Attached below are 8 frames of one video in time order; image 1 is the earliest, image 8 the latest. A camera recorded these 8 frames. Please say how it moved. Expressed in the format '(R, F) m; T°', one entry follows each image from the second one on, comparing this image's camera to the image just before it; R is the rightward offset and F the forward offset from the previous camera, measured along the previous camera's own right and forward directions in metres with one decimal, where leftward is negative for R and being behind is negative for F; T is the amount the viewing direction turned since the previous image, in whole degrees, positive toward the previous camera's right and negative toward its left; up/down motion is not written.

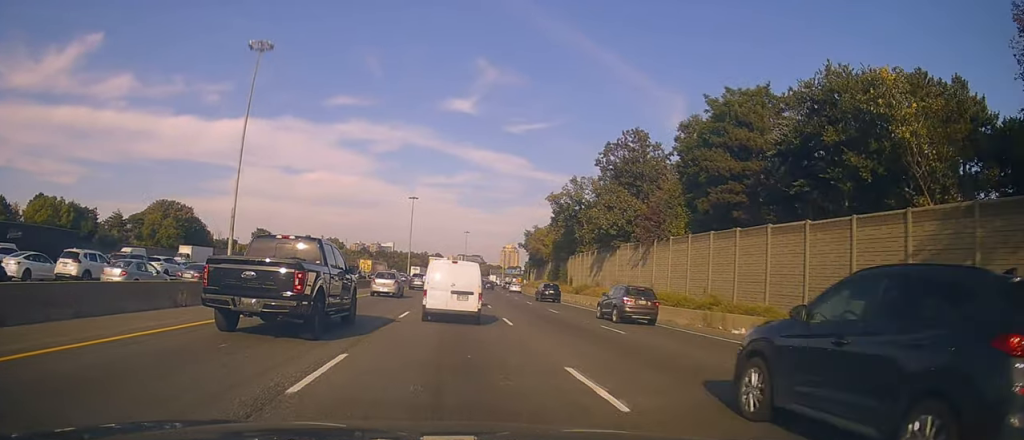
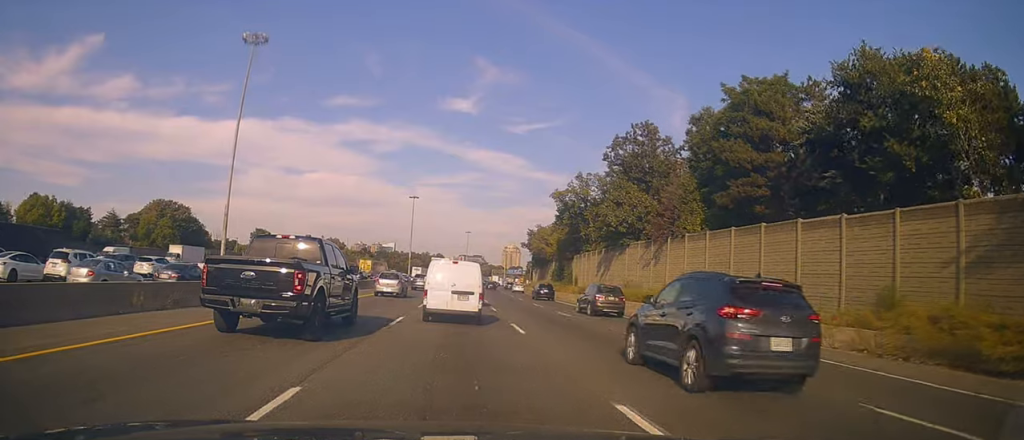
(0.0, +2.6) m; +3°
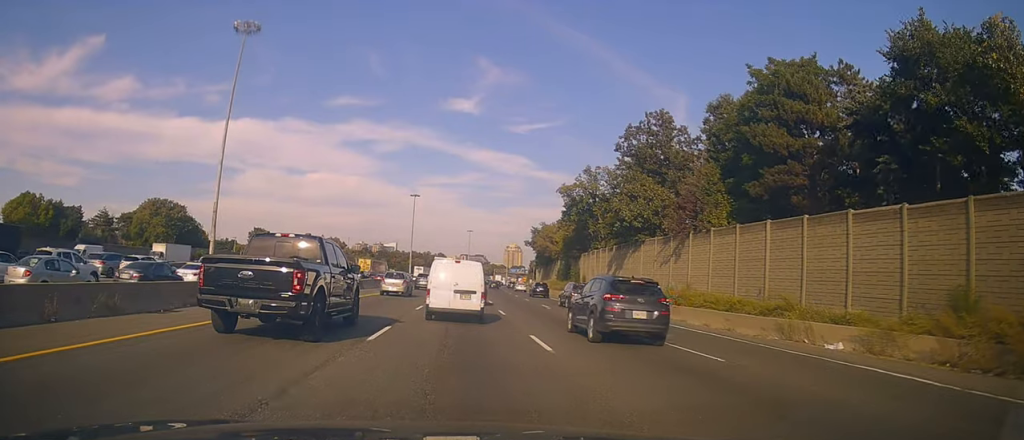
(-0.1, +3.7) m; +4°
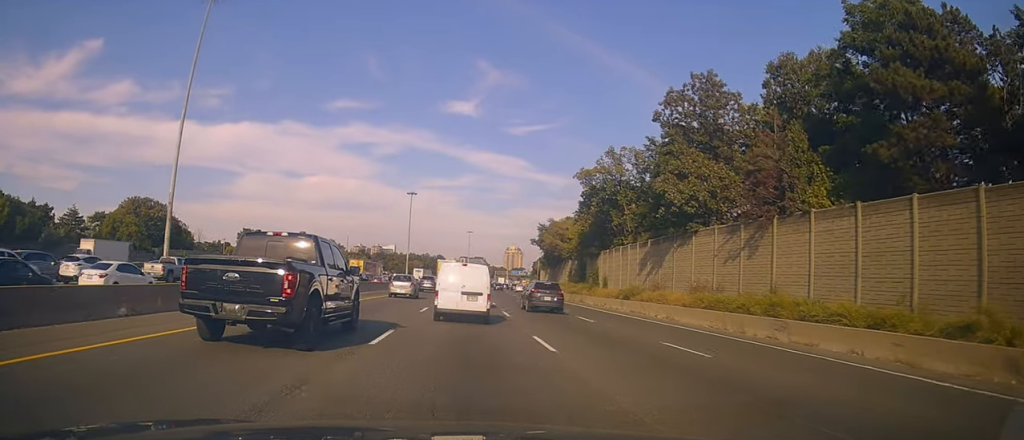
(-0.1, +10.5) m; -5°
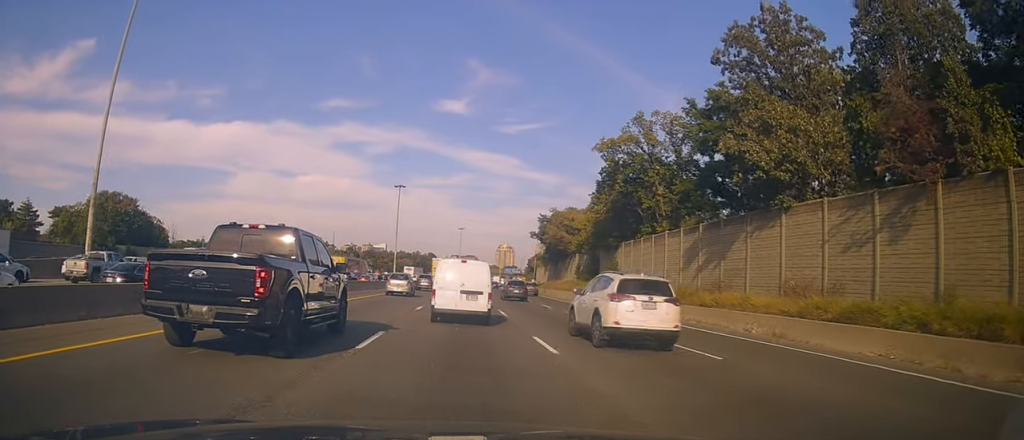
(+0.2, +11.8) m; +5°
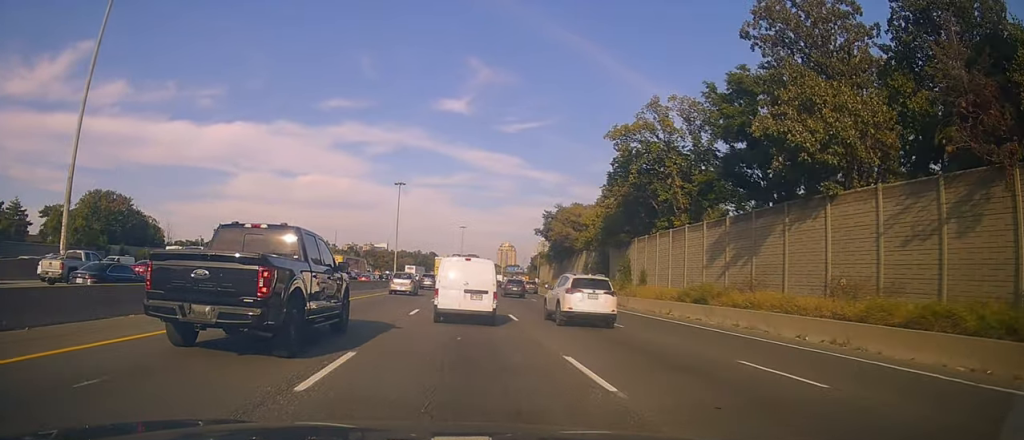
(+0.1, +3.7) m; -2°
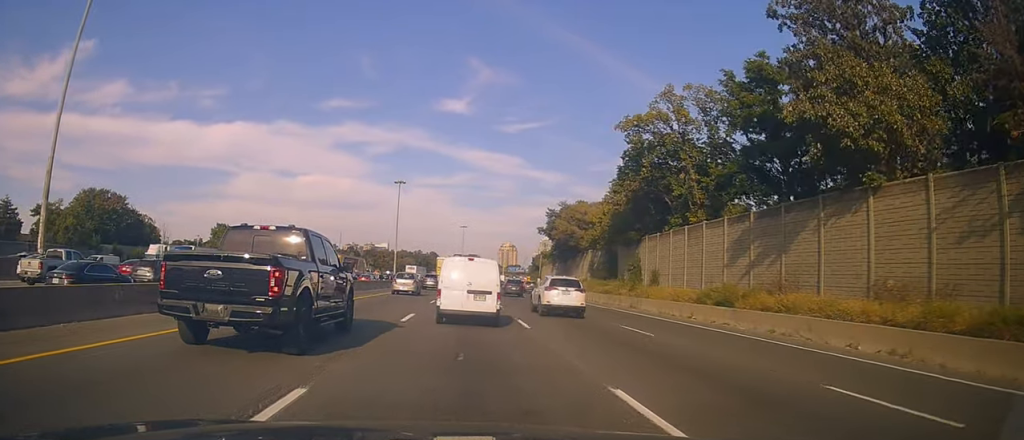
(+0.1, +3.2) m; -1°
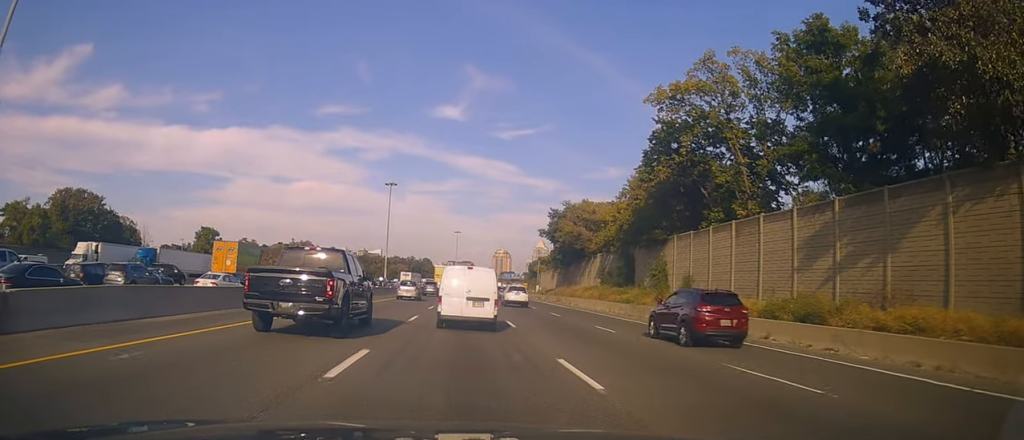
(-0.6, +10.4) m; 0°
